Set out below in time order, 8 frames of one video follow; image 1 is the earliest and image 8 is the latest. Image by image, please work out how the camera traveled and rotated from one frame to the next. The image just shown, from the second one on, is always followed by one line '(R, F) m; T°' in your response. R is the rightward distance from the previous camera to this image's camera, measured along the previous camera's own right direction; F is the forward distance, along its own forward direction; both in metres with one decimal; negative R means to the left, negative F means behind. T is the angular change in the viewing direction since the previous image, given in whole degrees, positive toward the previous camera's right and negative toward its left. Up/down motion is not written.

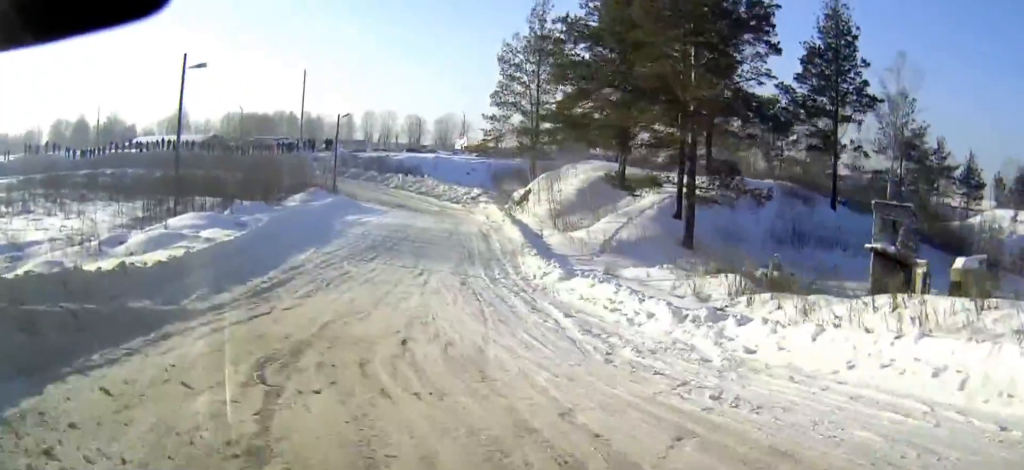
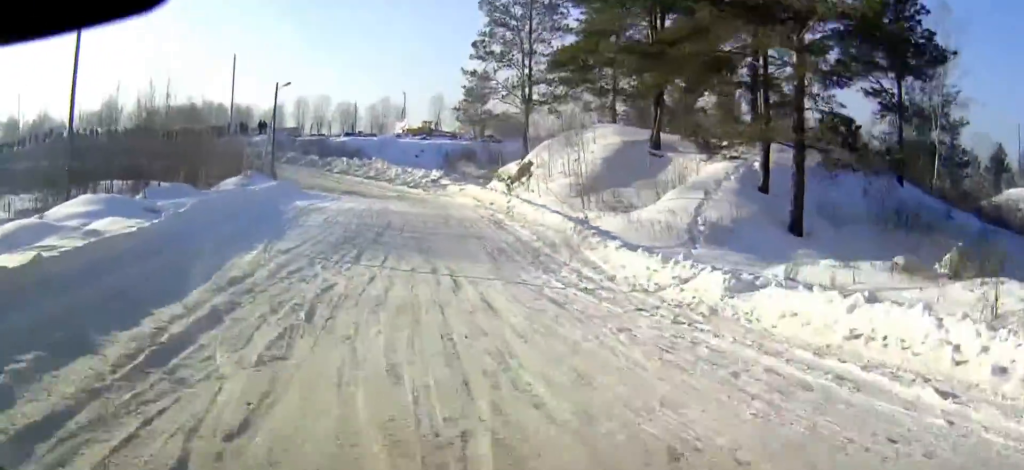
(+0.2, +10.5) m; +4°
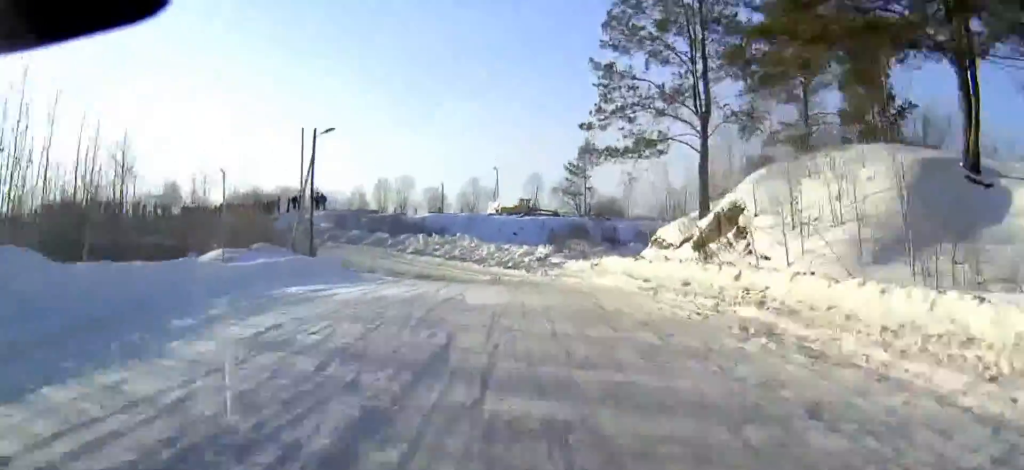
(+0.8, +15.8) m; +4°
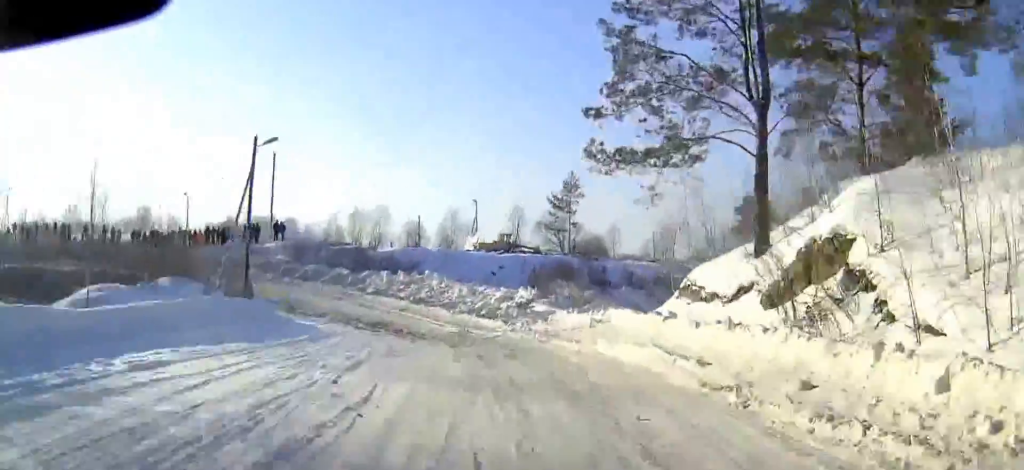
(0.0, +7.4) m; 0°
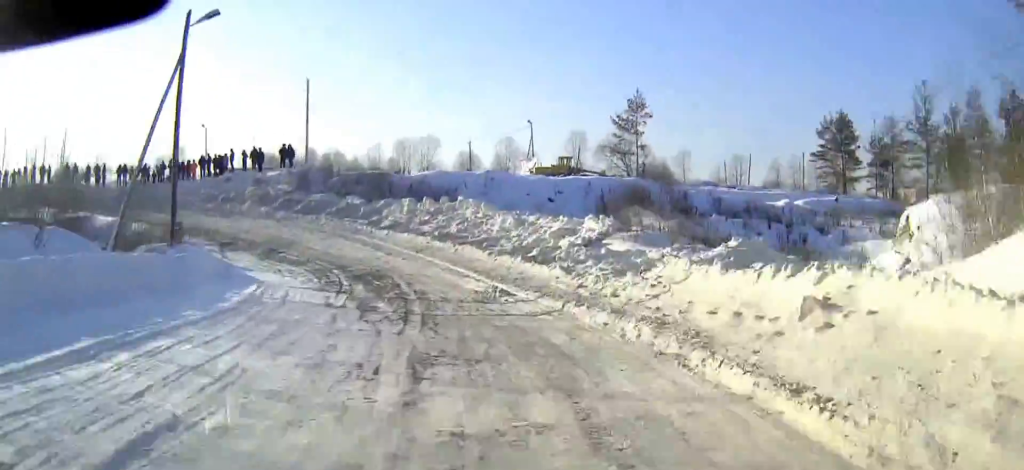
(0.0, +13.2) m; -2°
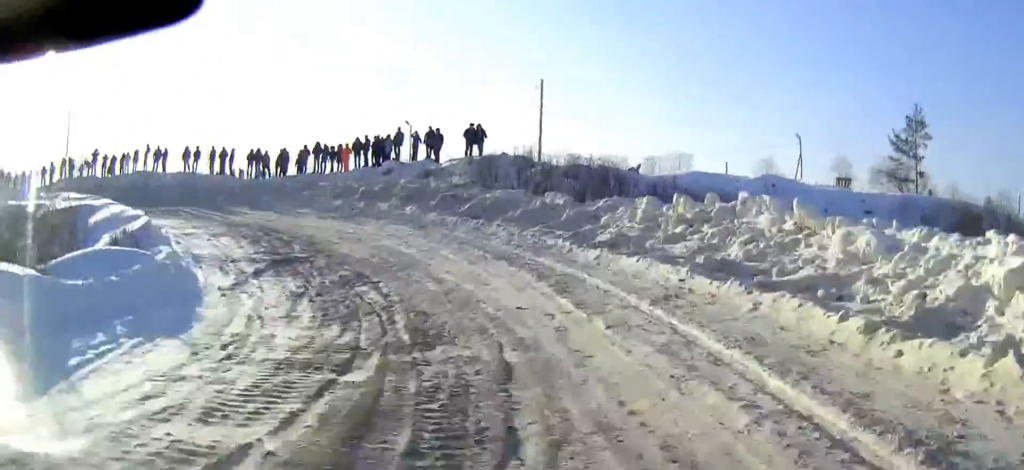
(-1.5, +20.0) m; -16°
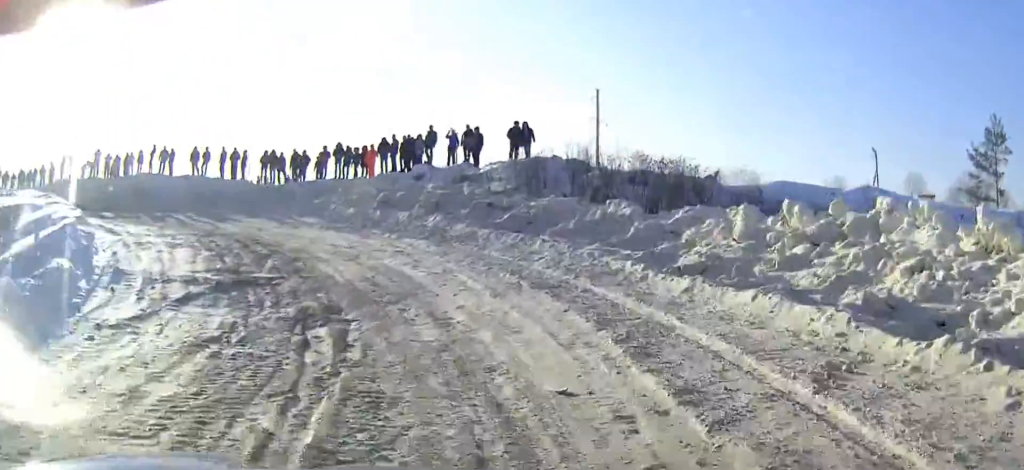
(-0.3, +6.2) m; -8°
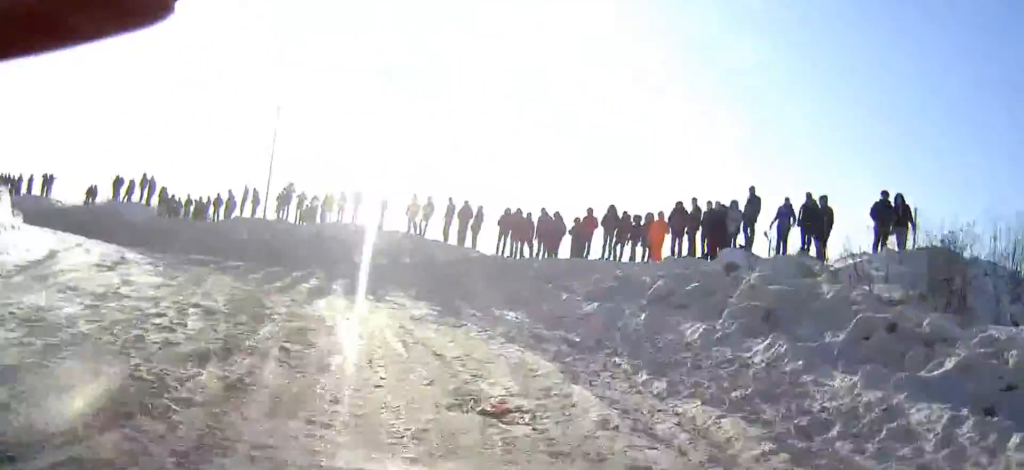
(-2.7, +14.2) m; -22°
